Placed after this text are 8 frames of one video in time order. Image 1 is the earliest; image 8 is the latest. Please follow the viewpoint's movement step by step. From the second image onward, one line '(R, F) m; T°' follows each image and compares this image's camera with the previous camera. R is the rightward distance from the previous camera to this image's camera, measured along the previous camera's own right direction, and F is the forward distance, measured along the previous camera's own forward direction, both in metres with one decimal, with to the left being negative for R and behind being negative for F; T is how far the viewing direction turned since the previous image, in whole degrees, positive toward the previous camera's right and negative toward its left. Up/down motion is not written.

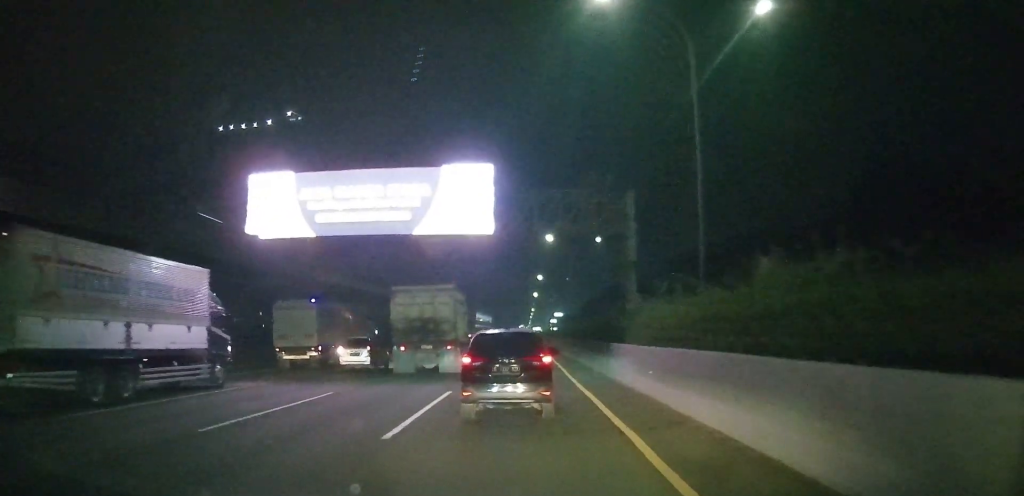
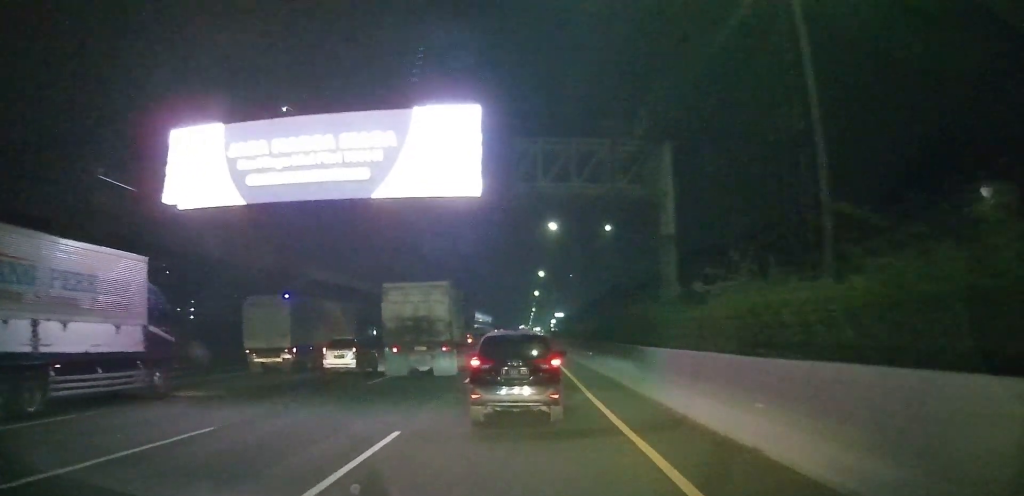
(0.0, +7.7) m; 0°
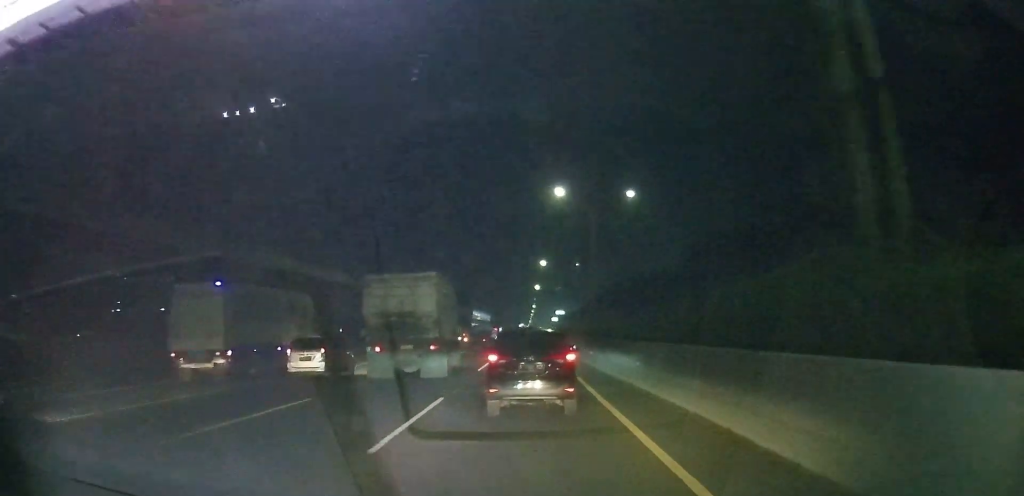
(0.0, +11.4) m; 0°
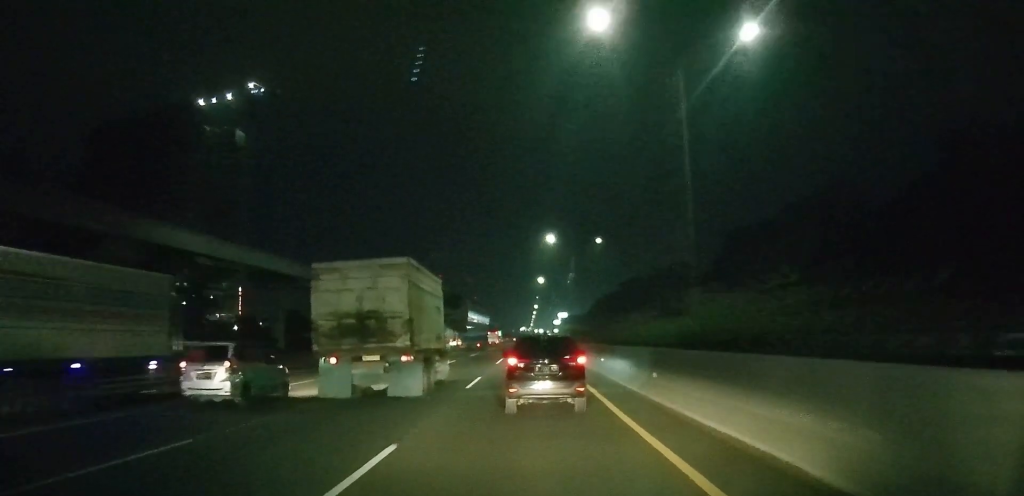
(0.0, +22.4) m; 0°
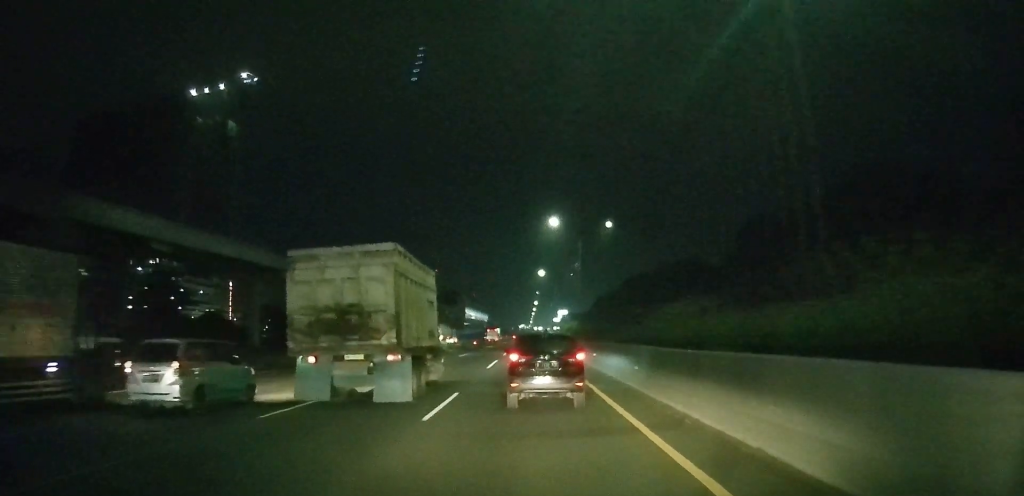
(0.0, +7.5) m; 0°
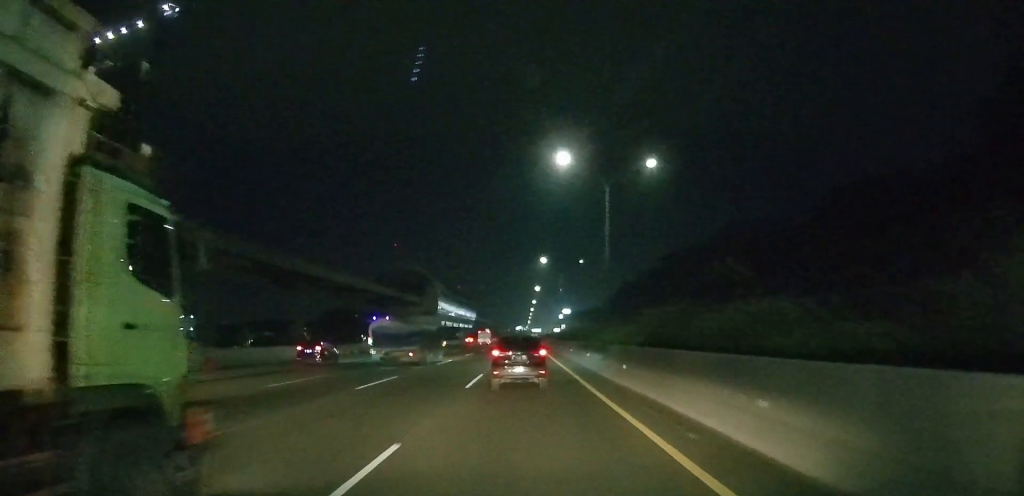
(+0.5, +66.1) m; 0°
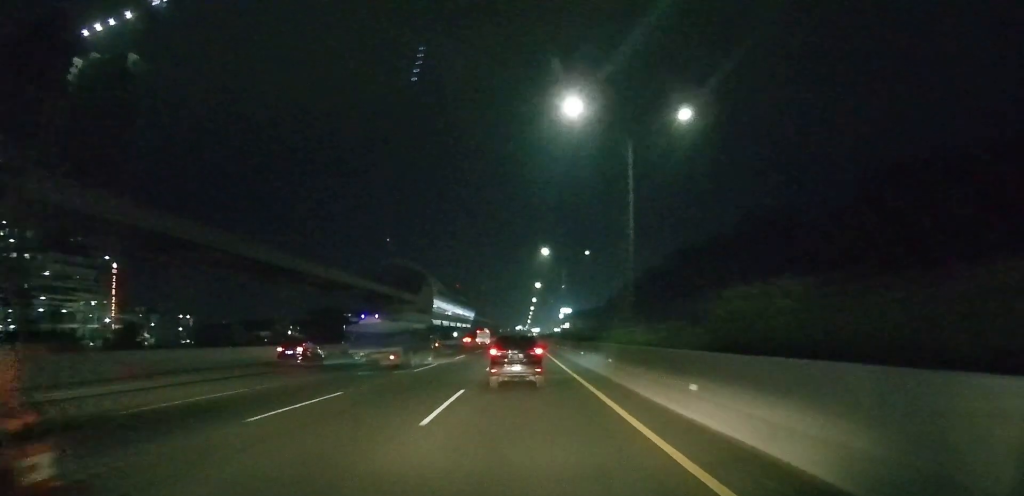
(0.0, +9.4) m; 0°
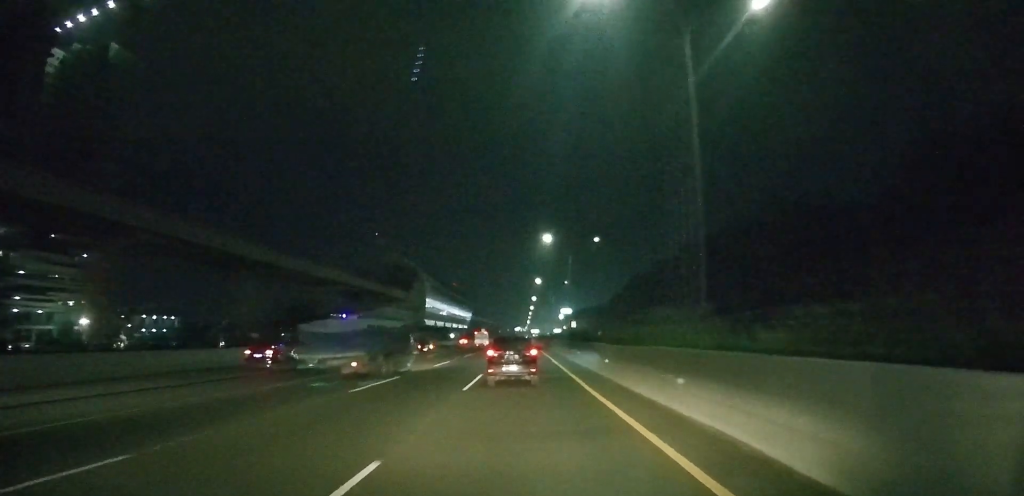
(0.0, +10.8) m; 0°
